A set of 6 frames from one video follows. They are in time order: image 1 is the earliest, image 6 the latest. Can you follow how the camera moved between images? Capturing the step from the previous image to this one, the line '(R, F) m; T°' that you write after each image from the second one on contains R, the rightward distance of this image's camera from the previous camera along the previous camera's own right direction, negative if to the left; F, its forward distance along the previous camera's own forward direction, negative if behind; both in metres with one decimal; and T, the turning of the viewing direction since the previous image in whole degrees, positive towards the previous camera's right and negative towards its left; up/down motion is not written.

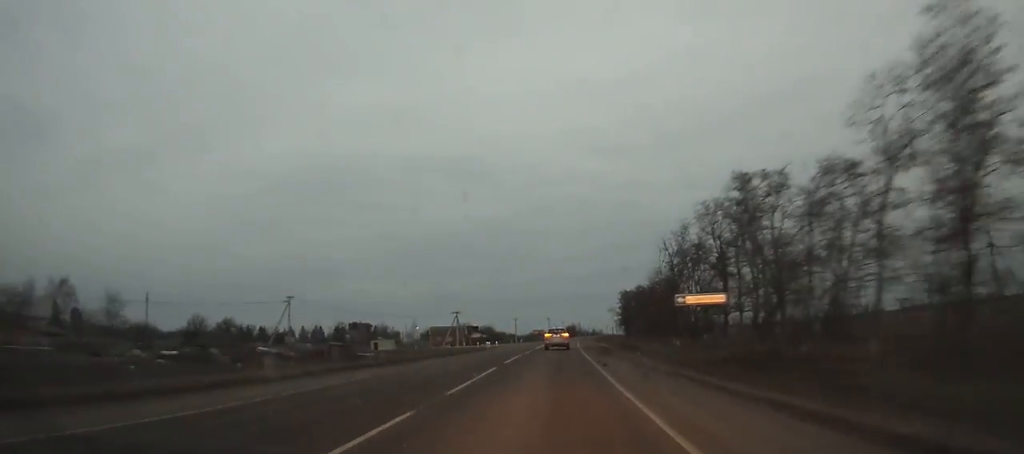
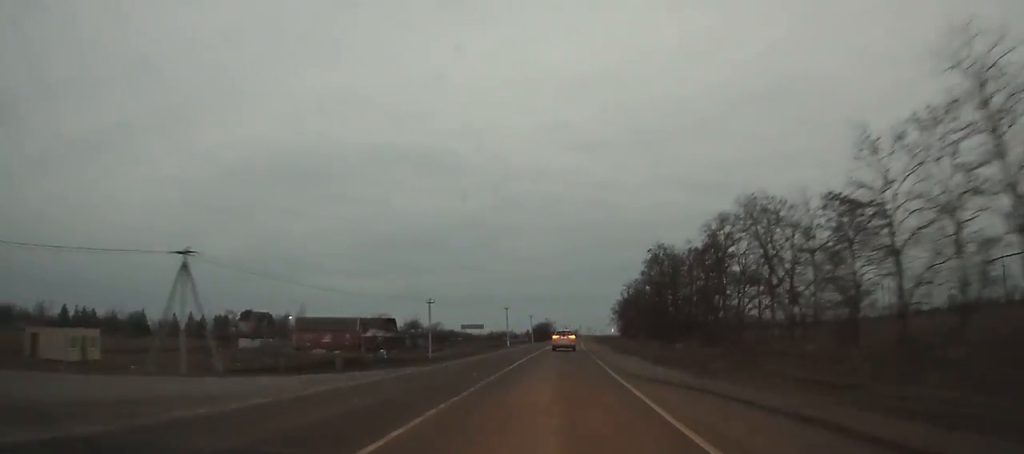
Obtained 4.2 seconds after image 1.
(+1.9, +87.6) m; +3°
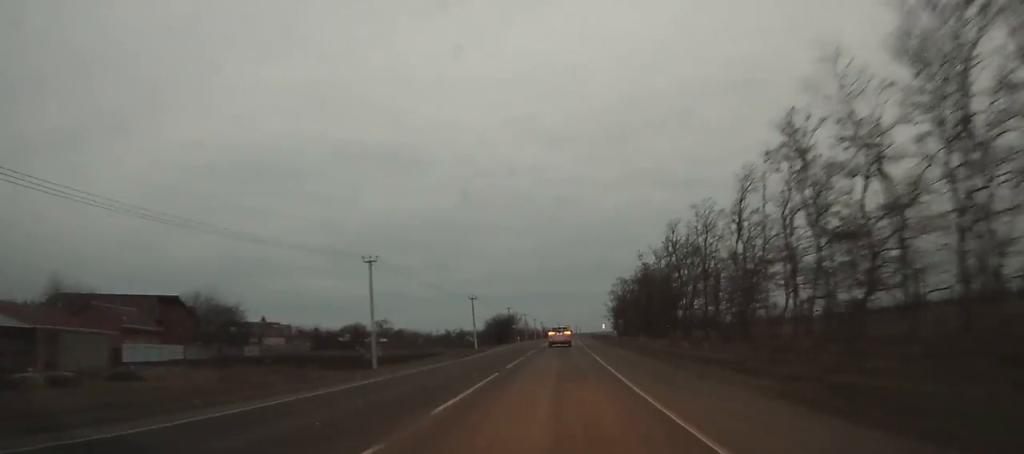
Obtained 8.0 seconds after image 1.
(+1.5, +79.0) m; +2°
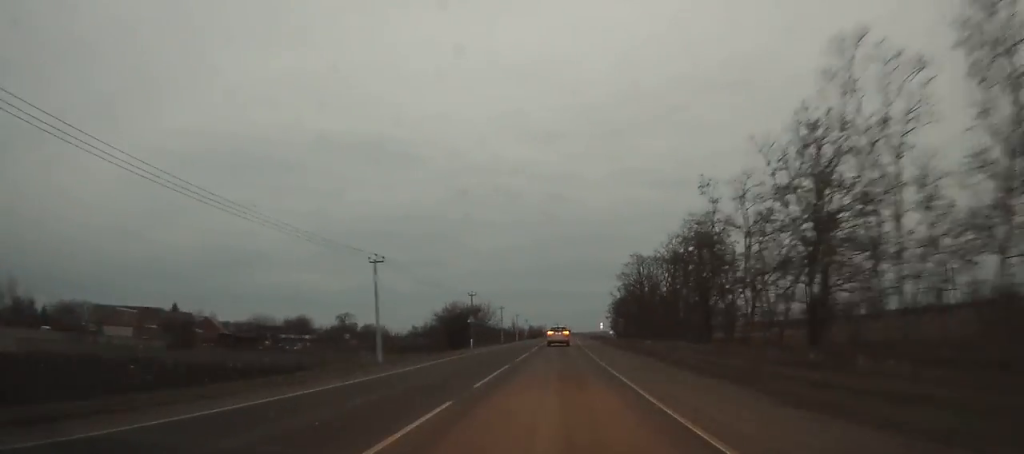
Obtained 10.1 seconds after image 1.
(+0.6, +43.8) m; +1°
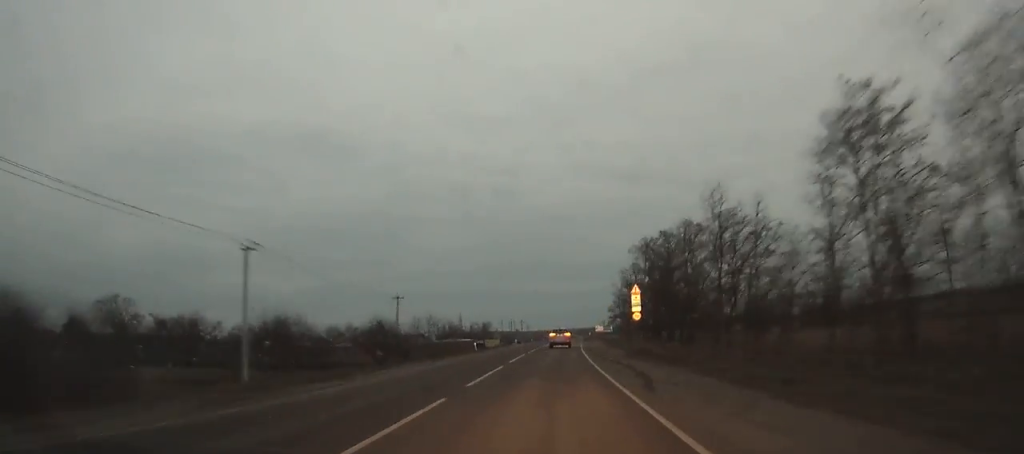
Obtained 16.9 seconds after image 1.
(+4.9, +141.8) m; +4°
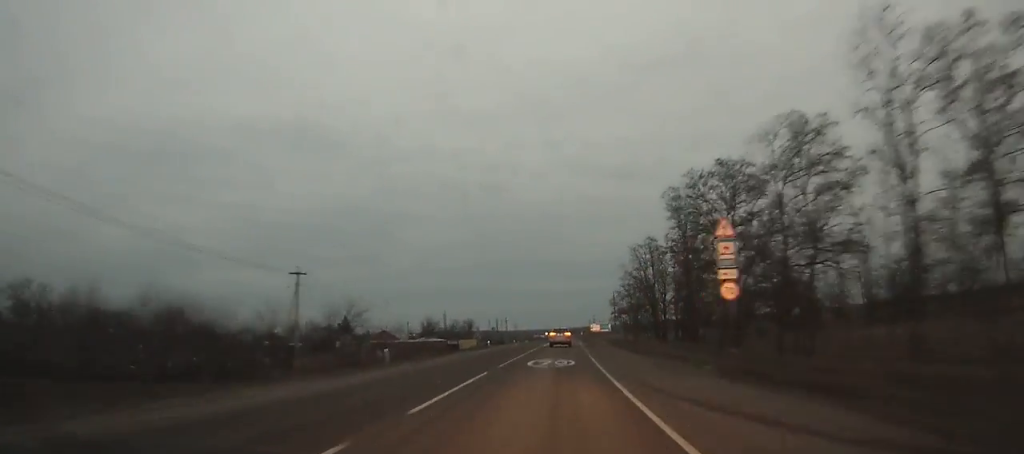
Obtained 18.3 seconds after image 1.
(+0.3, +29.0) m; +1°
